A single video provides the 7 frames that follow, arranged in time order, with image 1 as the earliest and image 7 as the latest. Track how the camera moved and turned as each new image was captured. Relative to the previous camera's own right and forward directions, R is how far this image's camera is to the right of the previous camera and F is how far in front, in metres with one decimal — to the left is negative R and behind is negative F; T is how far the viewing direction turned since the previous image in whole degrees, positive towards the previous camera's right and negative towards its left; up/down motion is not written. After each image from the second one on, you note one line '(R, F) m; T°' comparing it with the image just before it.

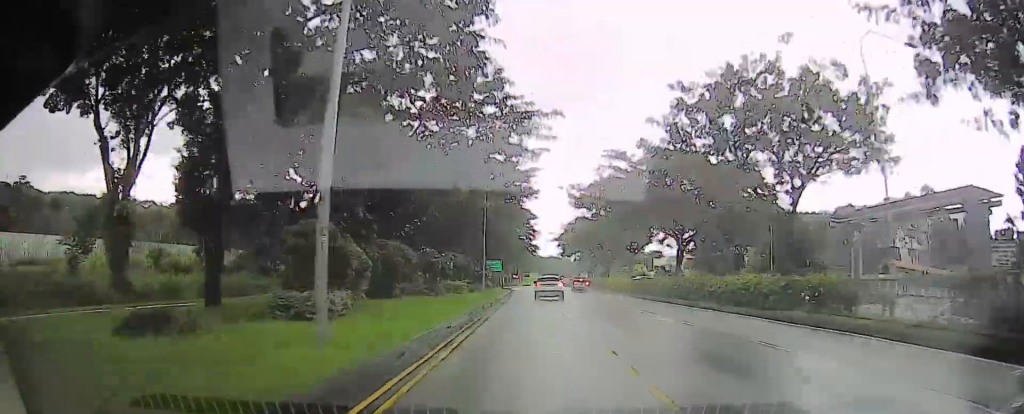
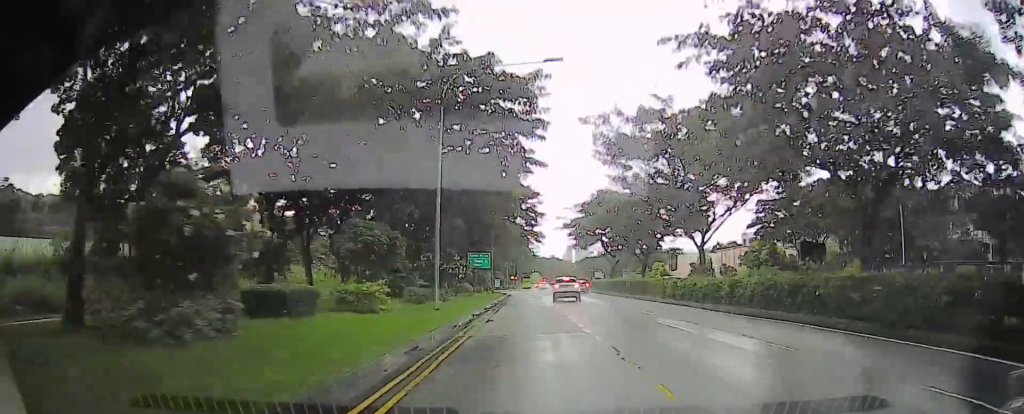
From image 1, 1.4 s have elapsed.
(0.0, +23.9) m; +1°
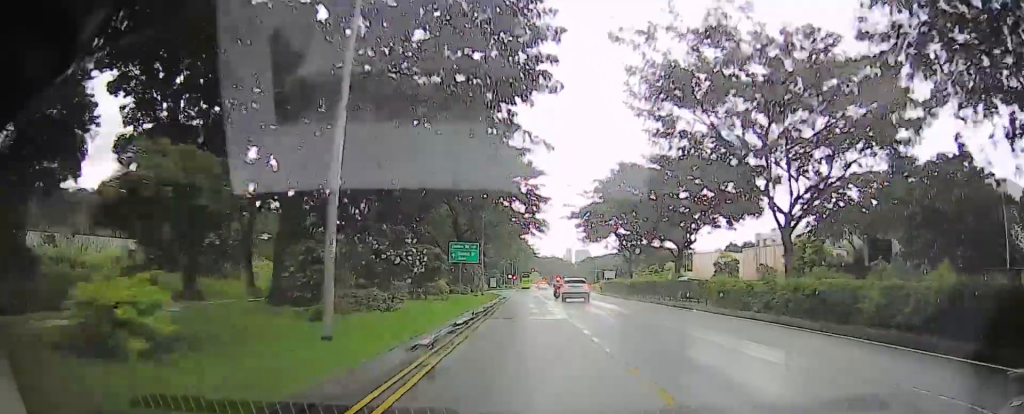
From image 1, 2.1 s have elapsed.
(+0.2, +11.8) m; +1°
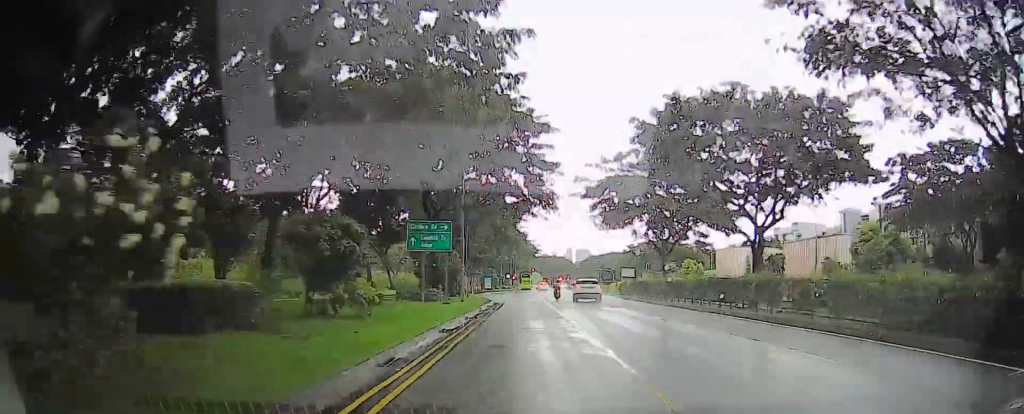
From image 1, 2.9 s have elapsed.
(+0.2, +13.9) m; +1°
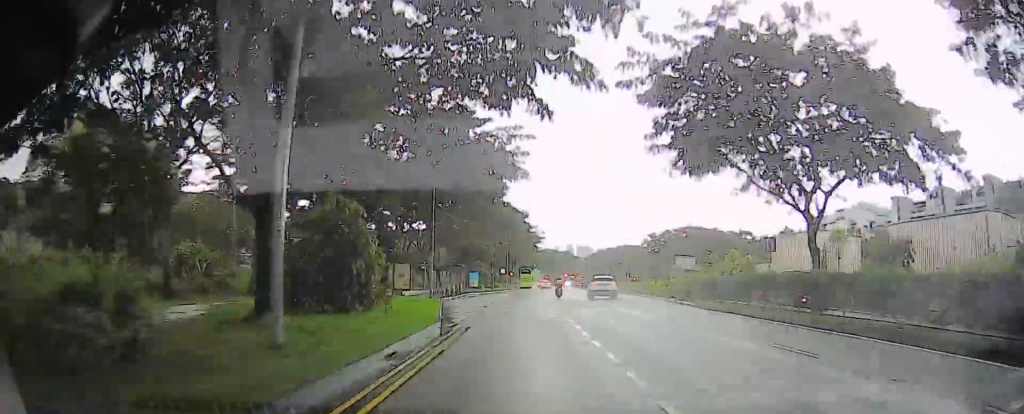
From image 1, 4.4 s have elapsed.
(-0.1, +23.1) m; 0°
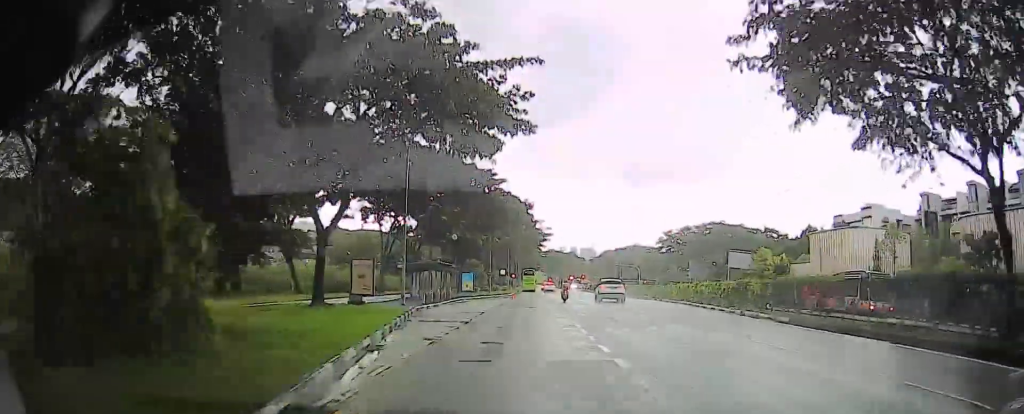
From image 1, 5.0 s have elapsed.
(+0.1, +10.2) m; +1°
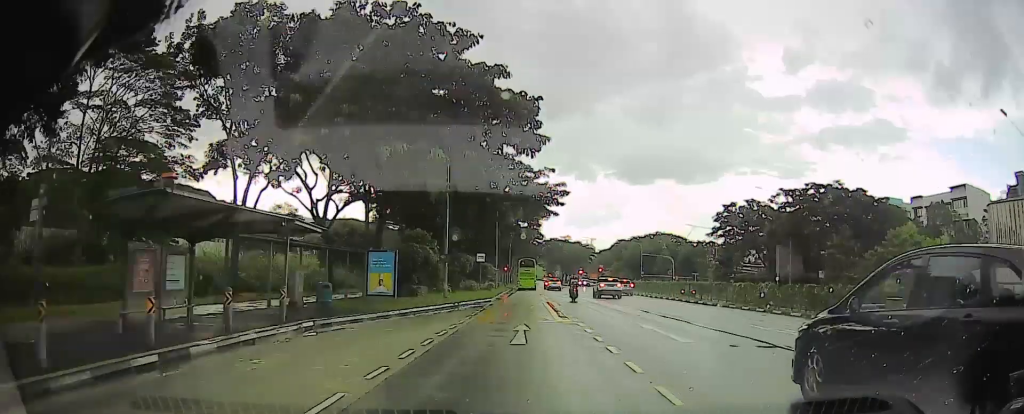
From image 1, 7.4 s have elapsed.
(-0.3, +33.5) m; -3°
